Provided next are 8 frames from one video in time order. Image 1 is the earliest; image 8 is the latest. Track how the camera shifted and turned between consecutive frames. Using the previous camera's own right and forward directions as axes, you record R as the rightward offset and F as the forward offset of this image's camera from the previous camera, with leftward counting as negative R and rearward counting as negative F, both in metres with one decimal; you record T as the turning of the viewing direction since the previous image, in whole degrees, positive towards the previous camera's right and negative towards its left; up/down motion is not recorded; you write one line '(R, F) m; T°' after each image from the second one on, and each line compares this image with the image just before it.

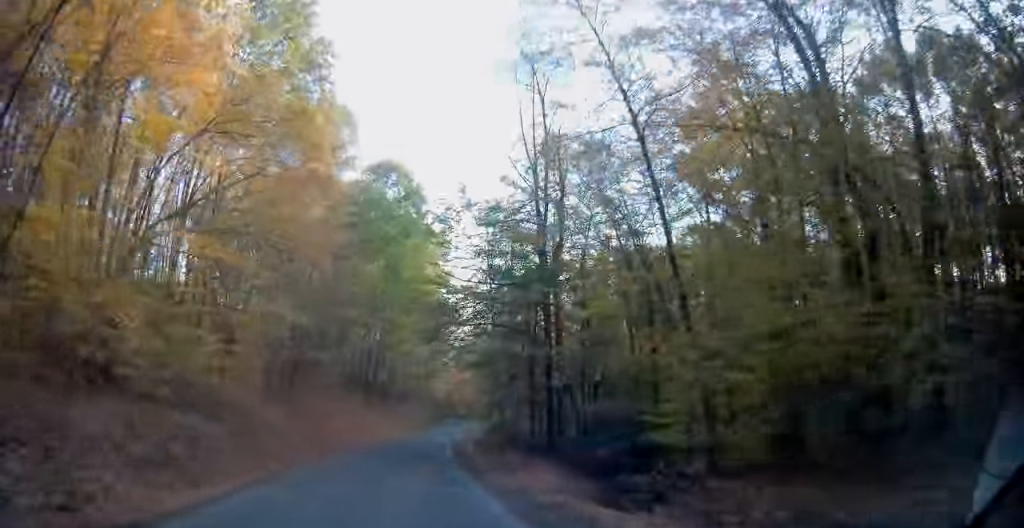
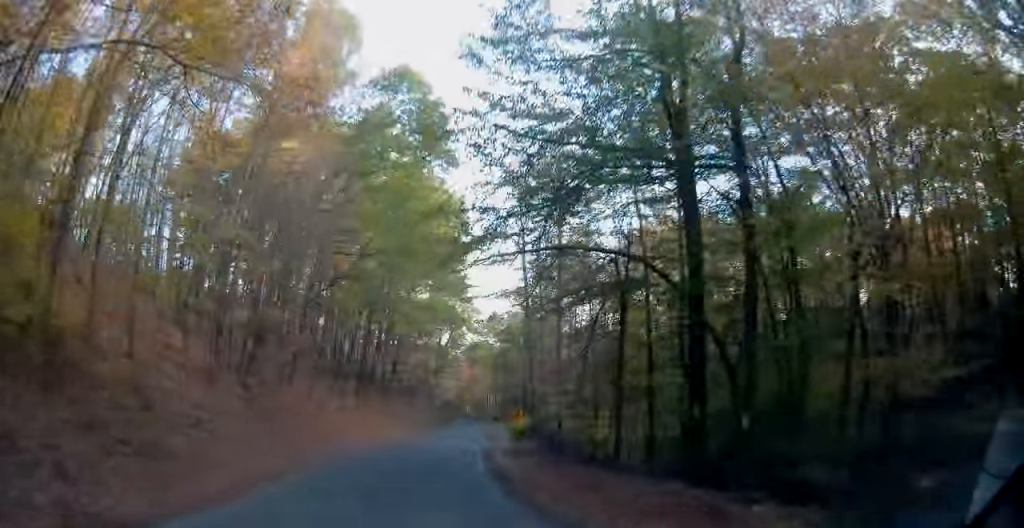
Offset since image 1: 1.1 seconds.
(-0.6, +16.4) m; -3°
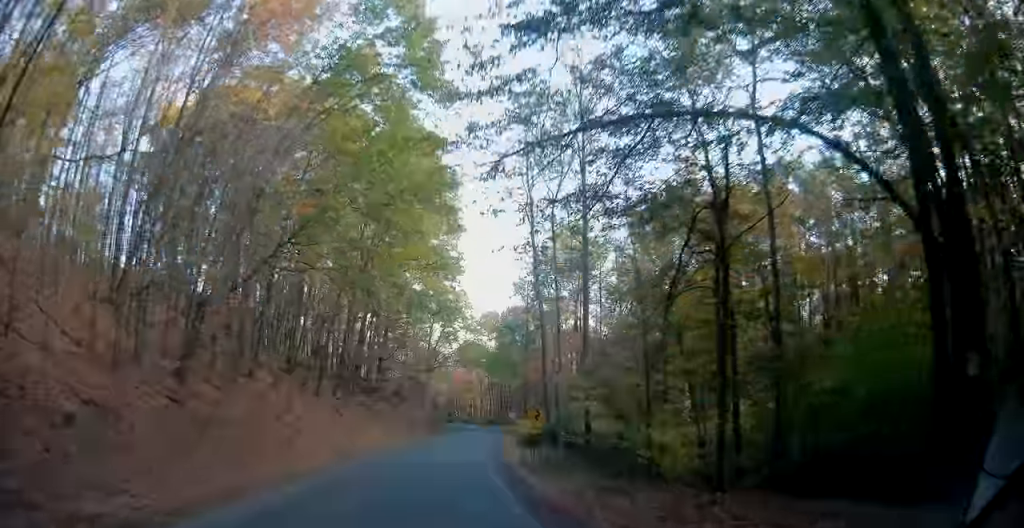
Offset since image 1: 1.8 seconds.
(-0.1, +9.3) m; +1°
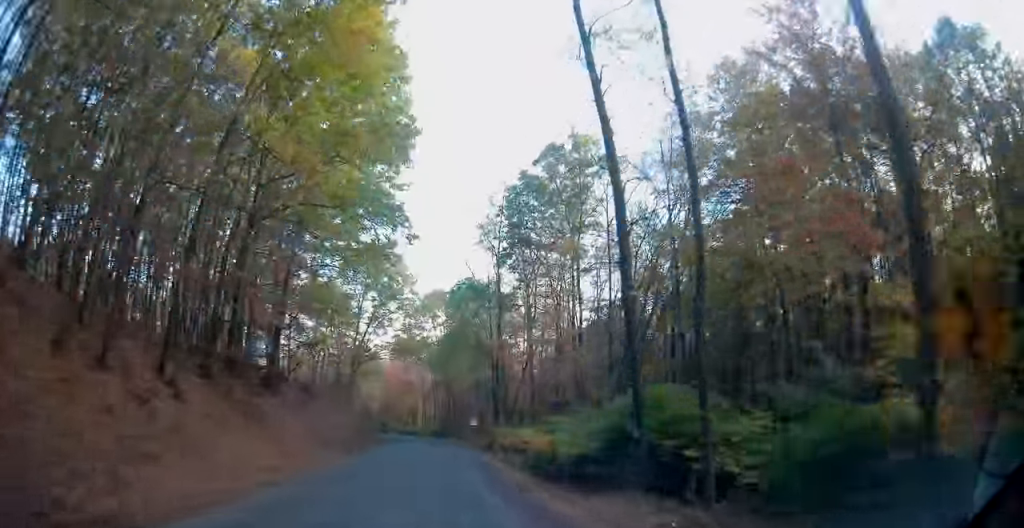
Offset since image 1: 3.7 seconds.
(+1.9, +26.7) m; +8°
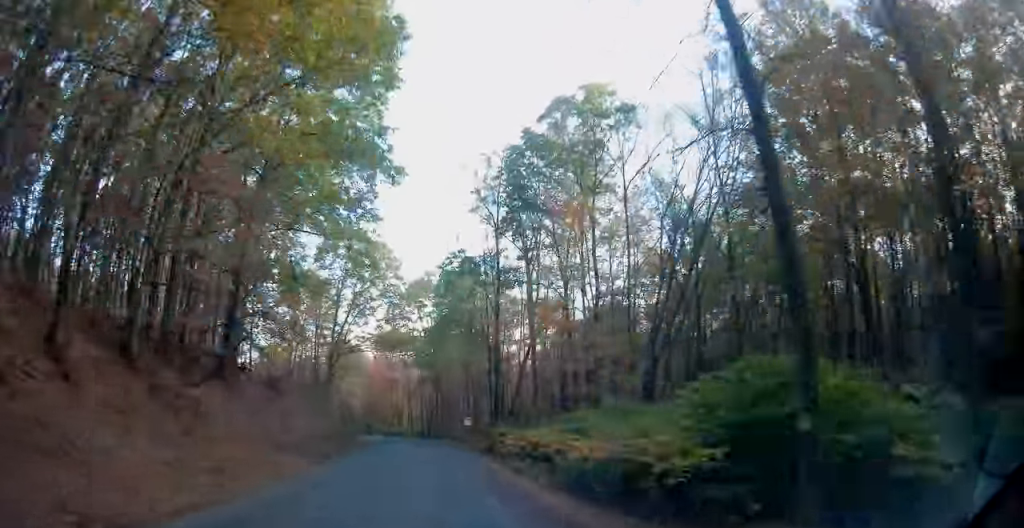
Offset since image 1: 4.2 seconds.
(0.0, +8.5) m; +1°
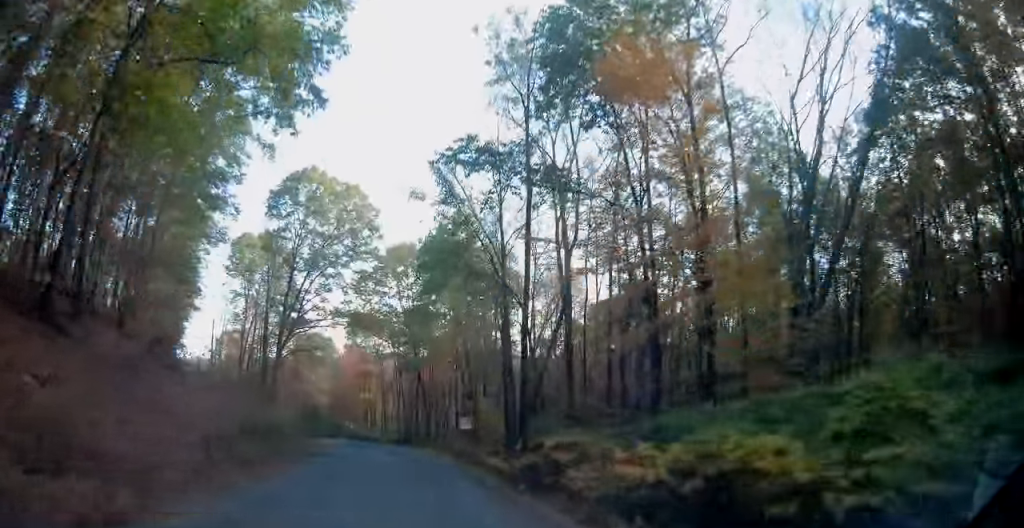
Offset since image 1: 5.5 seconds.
(+0.7, +18.6) m; +3°
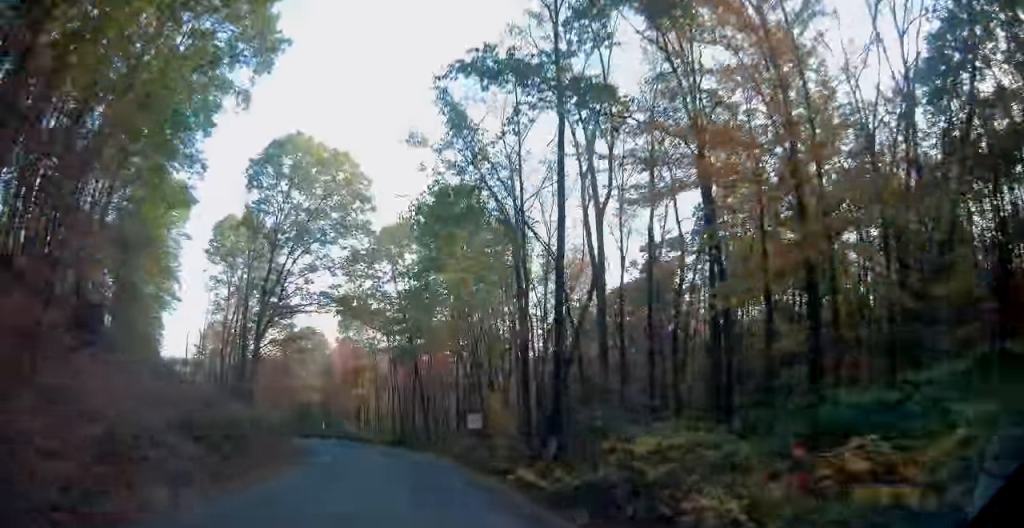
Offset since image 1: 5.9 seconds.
(+0.1, +7.0) m; 0°
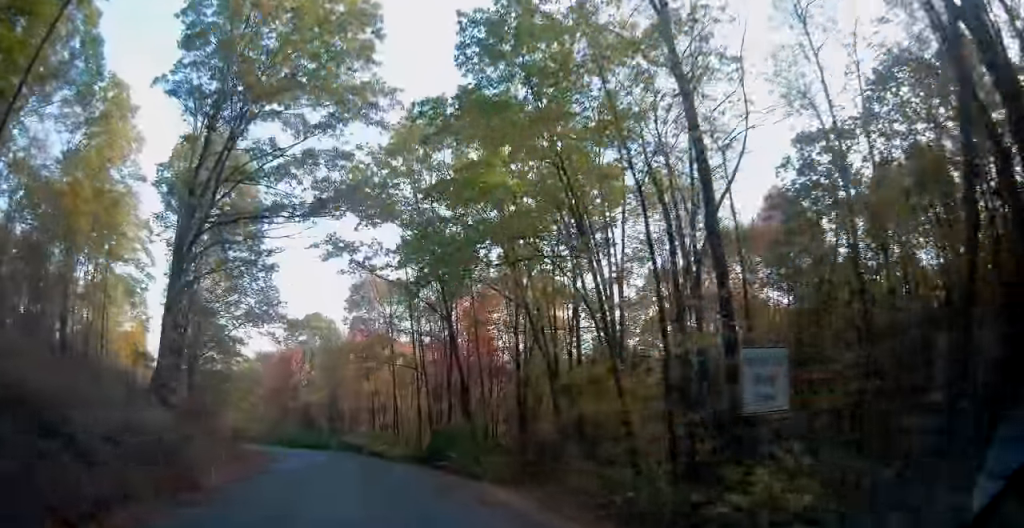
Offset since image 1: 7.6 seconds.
(0.0, +24.1) m; -3°
